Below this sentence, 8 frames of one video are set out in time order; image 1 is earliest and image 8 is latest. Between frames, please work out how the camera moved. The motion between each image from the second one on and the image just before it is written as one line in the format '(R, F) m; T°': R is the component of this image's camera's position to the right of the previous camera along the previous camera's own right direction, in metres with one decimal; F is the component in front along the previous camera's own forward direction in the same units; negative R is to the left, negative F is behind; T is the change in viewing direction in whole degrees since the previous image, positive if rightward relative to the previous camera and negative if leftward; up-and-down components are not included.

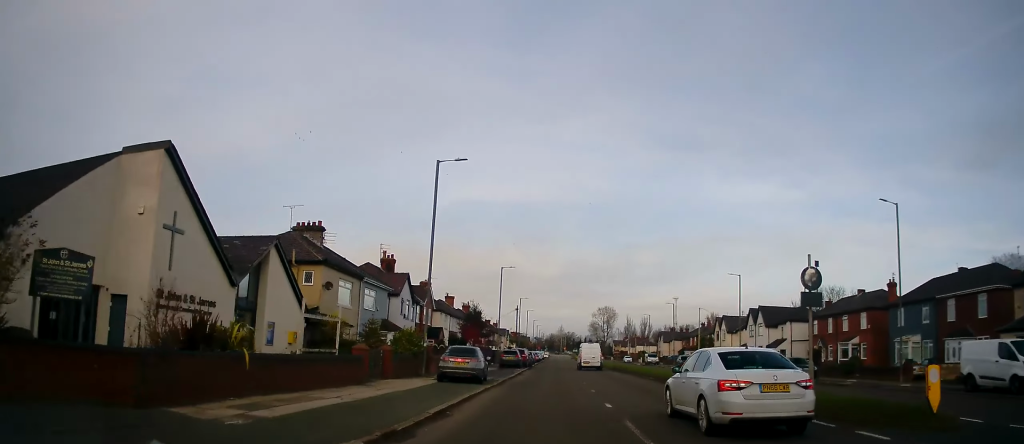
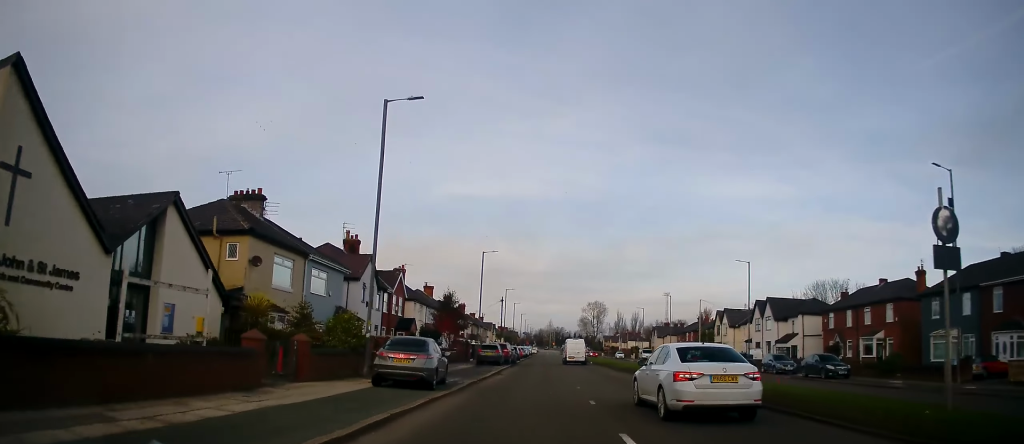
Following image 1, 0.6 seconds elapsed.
(+0.4, +6.6) m; +1°
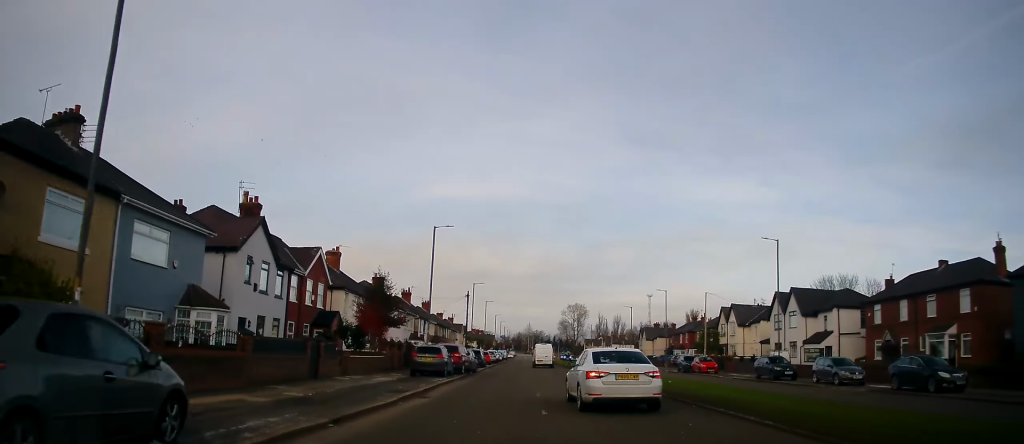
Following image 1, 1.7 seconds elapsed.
(+0.2, +13.1) m; +1°
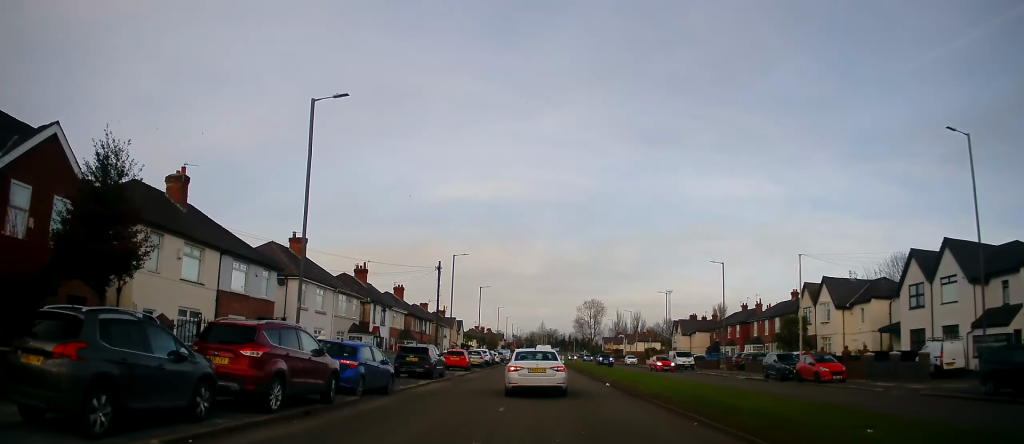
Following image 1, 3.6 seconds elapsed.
(0.0, +23.2) m; -1°
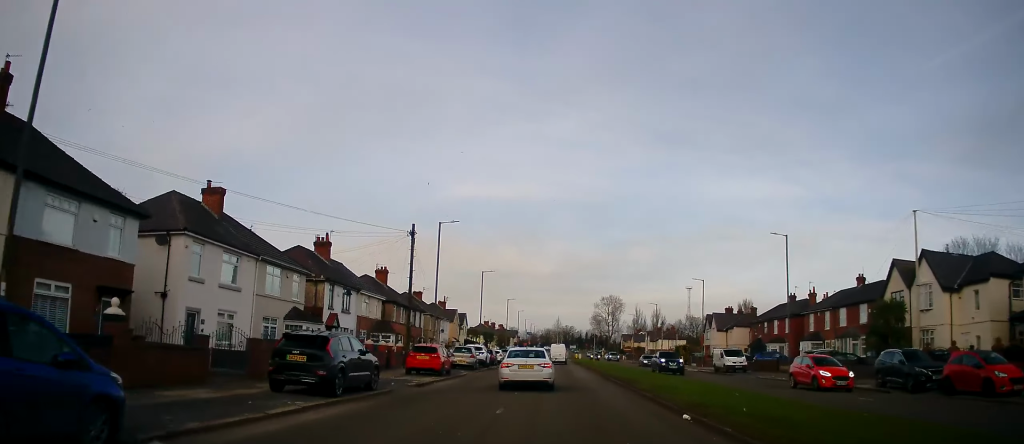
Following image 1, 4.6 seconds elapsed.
(-0.2, +13.2) m; -1°
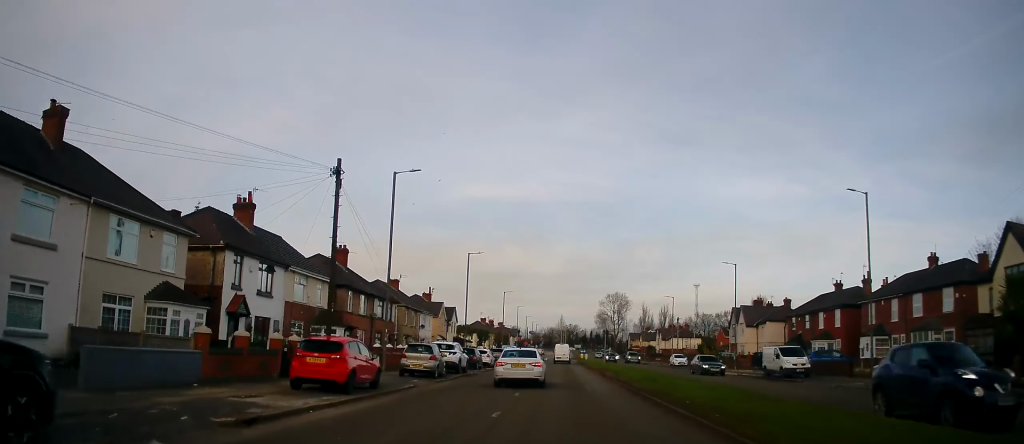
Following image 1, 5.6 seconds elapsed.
(-0.1, +12.3) m; -1°
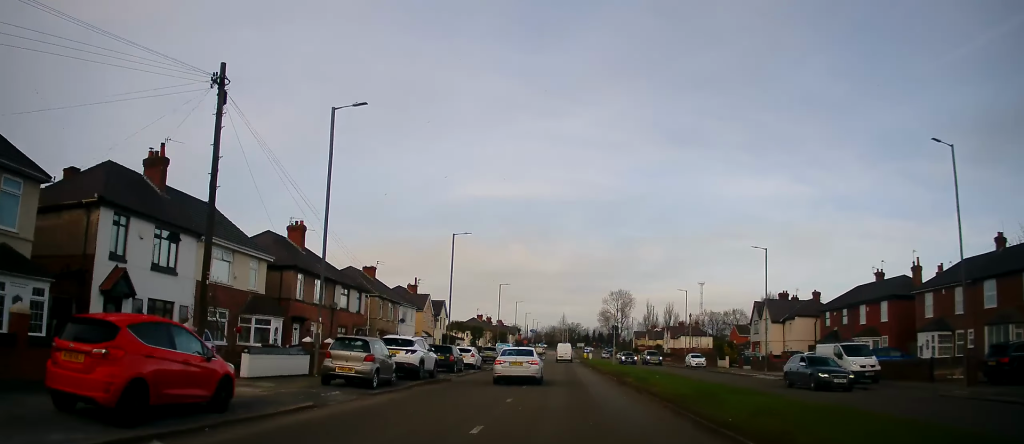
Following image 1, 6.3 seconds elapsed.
(0.0, +8.6) m; 0°
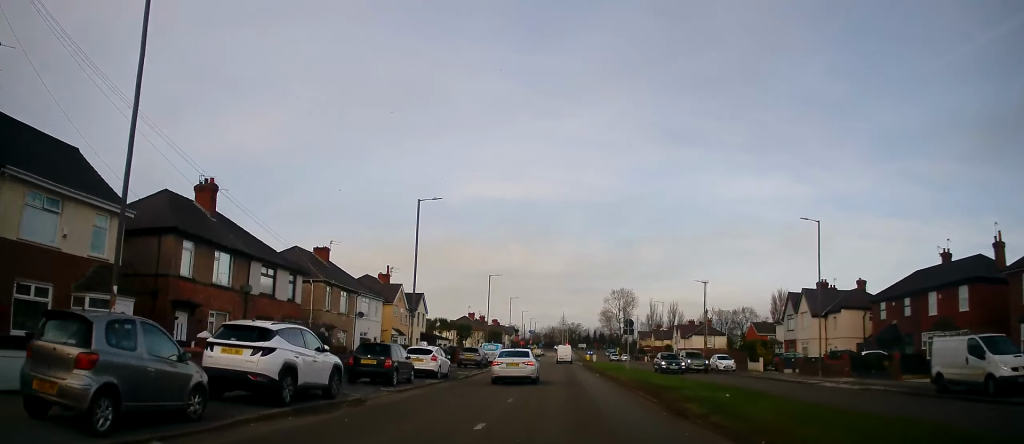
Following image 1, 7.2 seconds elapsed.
(+0.1, +11.1) m; 0°
